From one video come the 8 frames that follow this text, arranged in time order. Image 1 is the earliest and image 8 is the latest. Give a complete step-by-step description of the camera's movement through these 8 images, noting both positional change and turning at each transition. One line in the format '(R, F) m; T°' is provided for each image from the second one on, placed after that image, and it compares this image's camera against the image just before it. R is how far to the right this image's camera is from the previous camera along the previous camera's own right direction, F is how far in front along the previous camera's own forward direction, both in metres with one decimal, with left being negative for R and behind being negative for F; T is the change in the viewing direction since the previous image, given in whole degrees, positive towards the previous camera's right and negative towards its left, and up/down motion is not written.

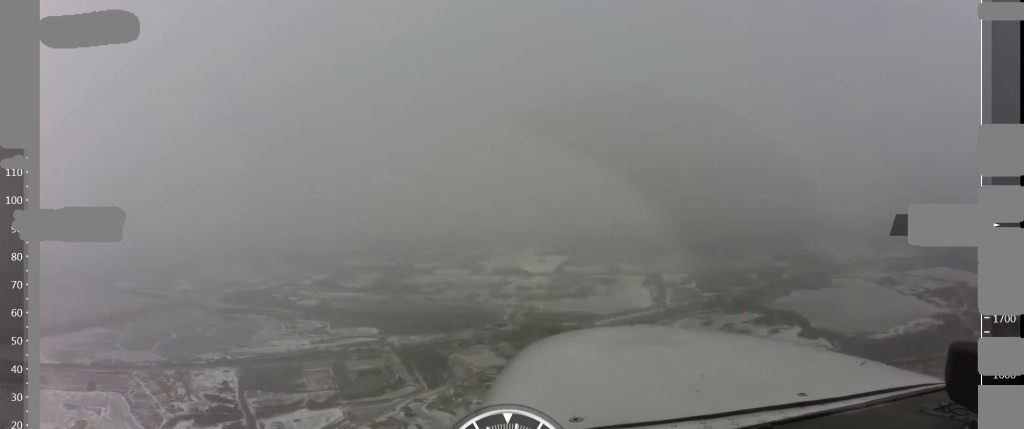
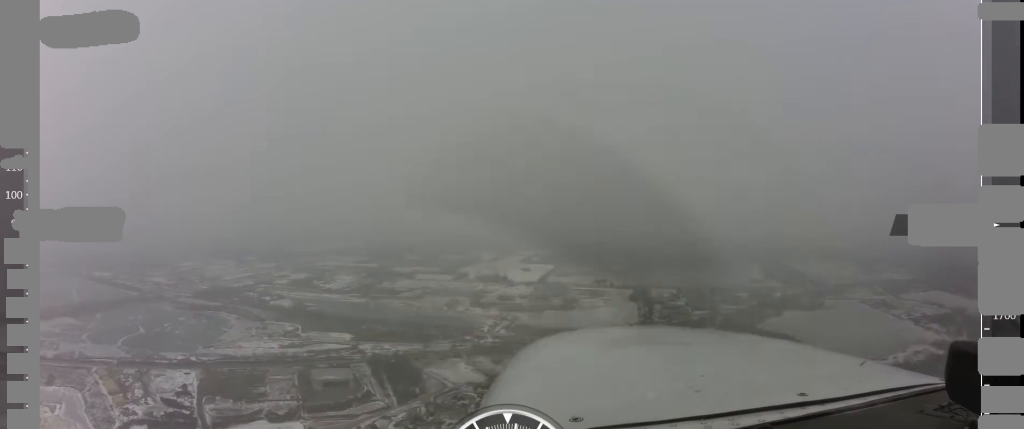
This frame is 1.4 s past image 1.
(+1.1, +64.3) m; +1°
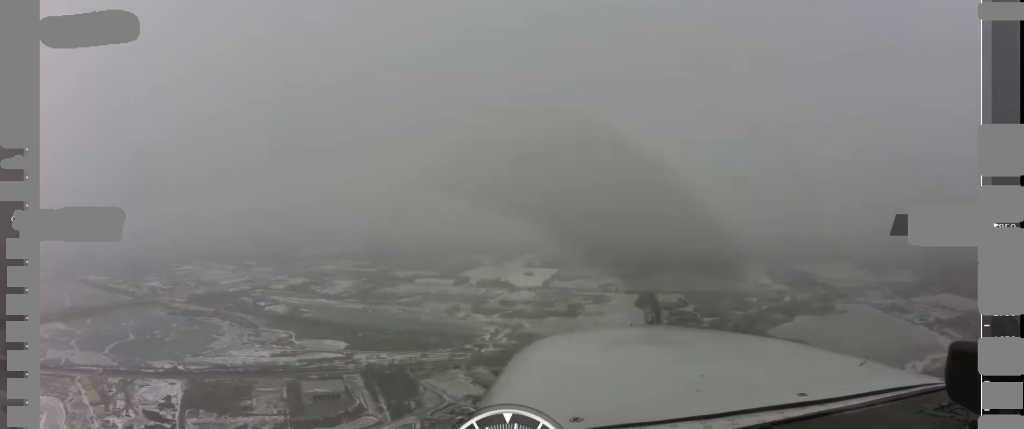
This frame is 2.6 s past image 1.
(0.0, +53.0) m; 0°
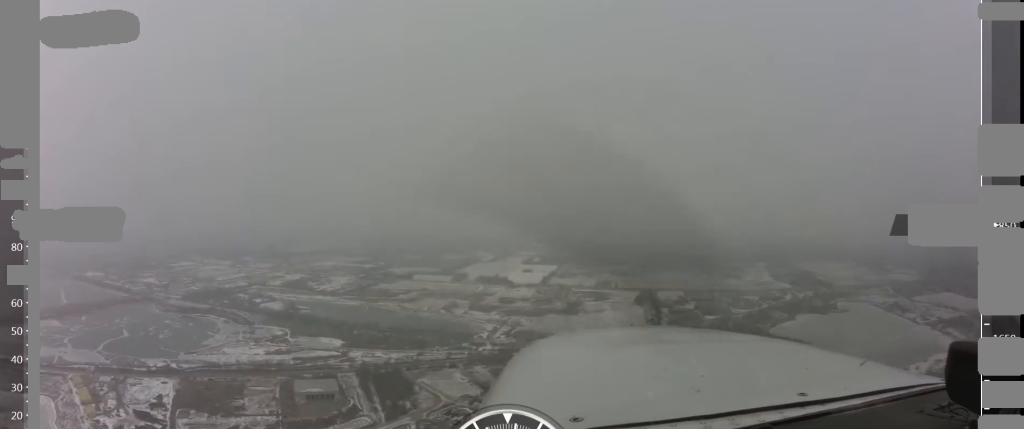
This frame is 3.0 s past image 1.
(-0.1, +19.4) m; +1°
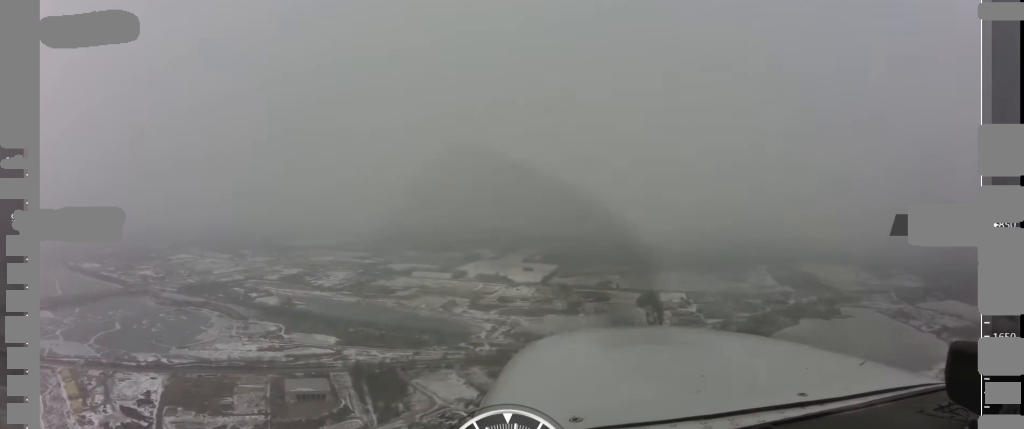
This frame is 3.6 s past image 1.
(-0.3, +25.2) m; +1°
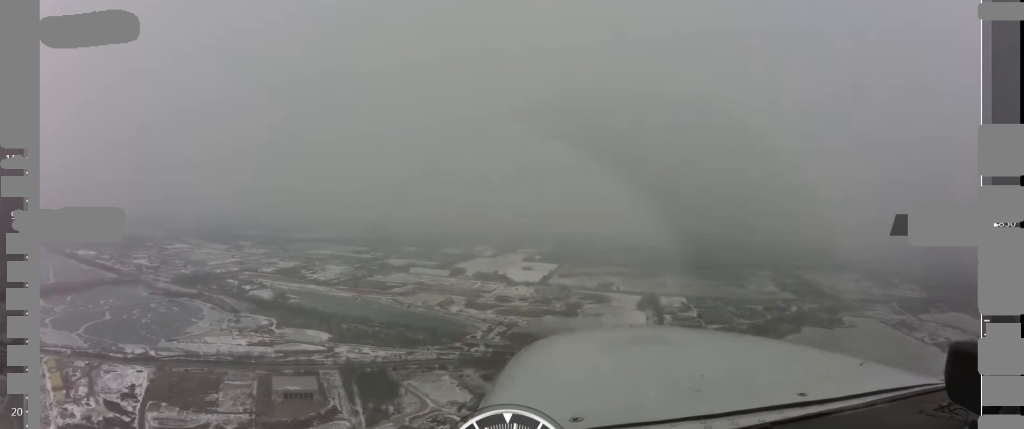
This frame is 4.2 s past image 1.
(+1.0, +27.9) m; 0°
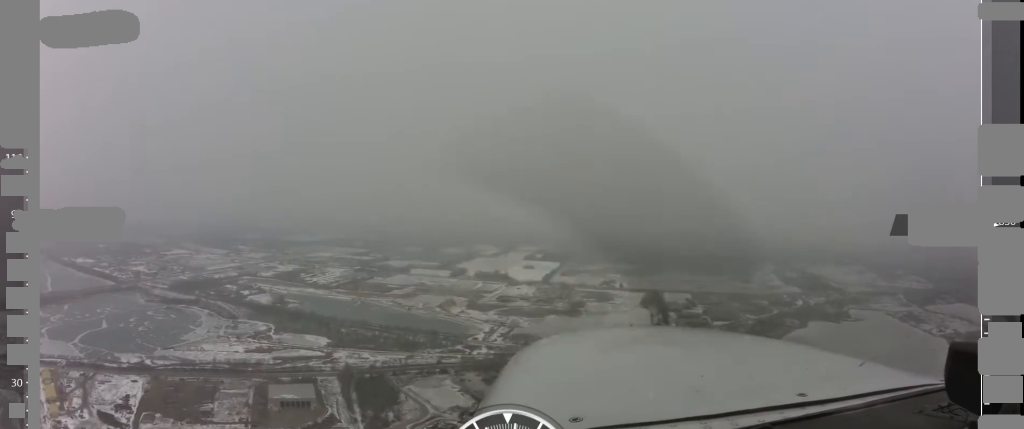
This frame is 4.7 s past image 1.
(+0.1, +23.5) m; 0°
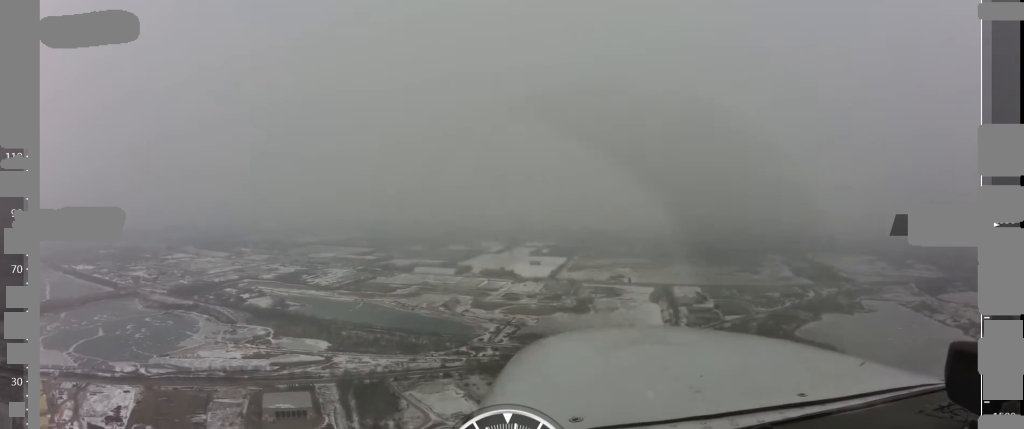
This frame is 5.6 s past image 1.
(-1.0, +36.5) m; -1°
